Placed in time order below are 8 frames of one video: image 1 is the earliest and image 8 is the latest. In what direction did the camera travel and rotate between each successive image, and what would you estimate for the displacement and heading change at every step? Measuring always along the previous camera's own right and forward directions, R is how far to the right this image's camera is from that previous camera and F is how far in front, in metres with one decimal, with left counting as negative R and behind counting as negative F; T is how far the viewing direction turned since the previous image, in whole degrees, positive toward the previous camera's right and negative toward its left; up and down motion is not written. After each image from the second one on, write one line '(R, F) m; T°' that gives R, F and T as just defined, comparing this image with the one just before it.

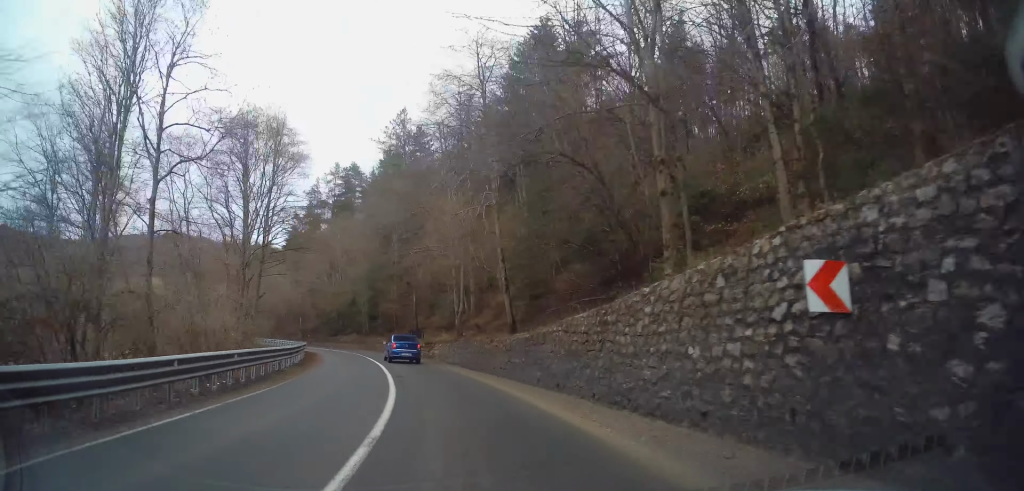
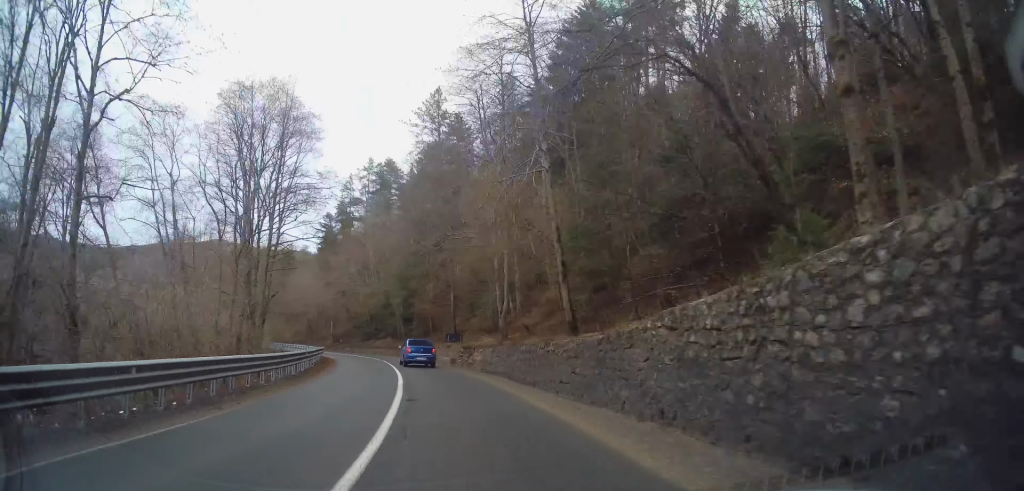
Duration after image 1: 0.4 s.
(-0.1, +6.2) m; -3°
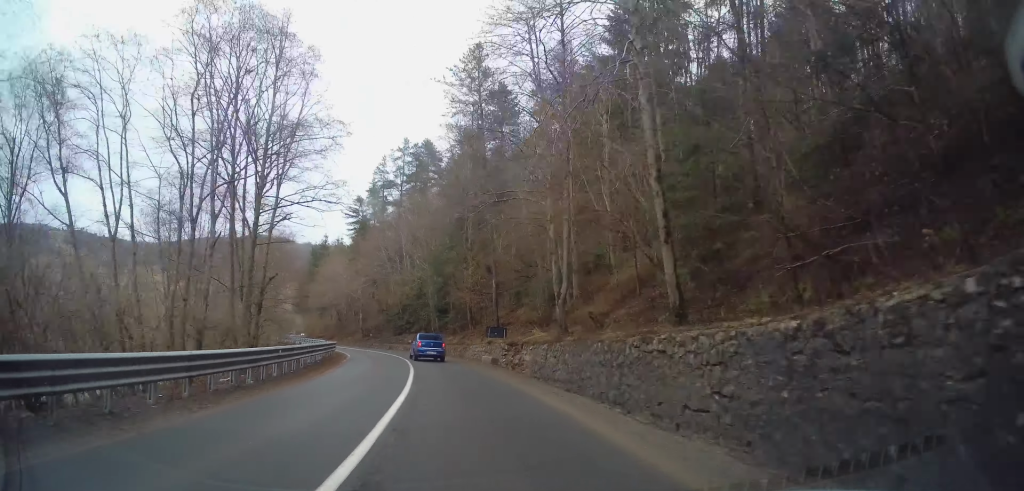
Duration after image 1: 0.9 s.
(-0.3, +7.8) m; -4°
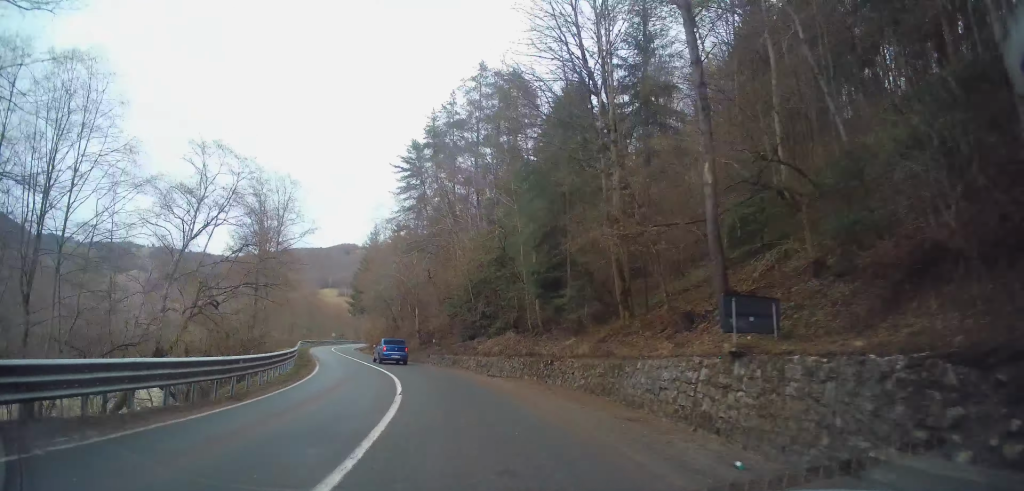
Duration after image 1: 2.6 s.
(-3.4, +27.2) m; -14°
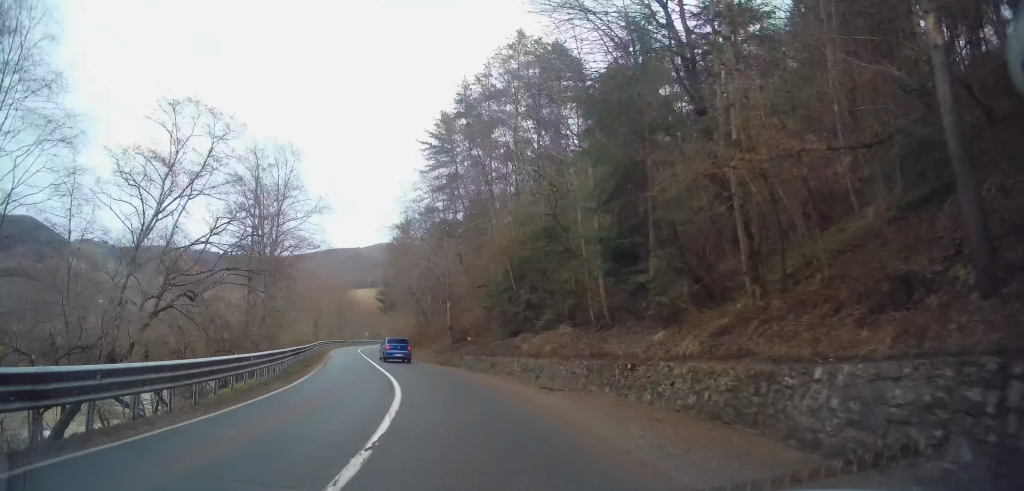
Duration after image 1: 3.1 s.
(-0.3, +7.1) m; -4°
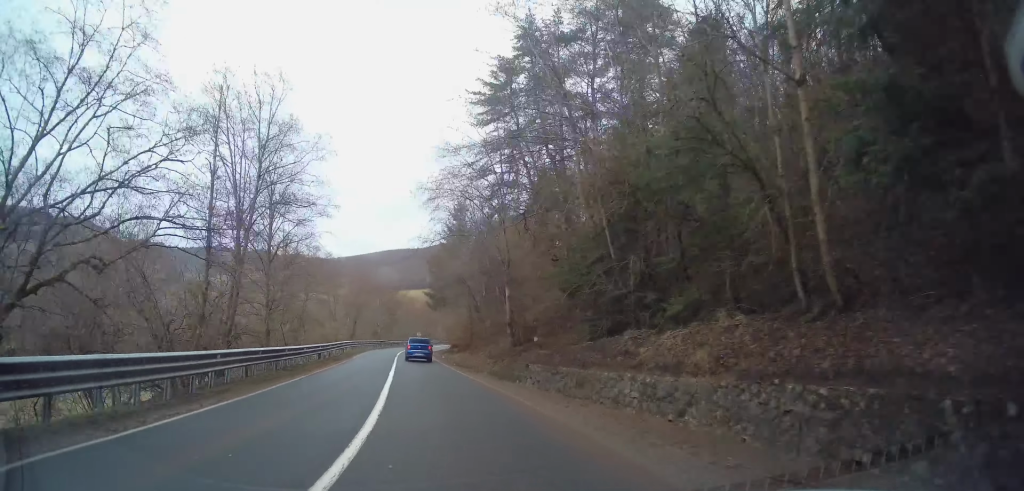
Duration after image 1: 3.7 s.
(-0.1, +10.9) m; -6°
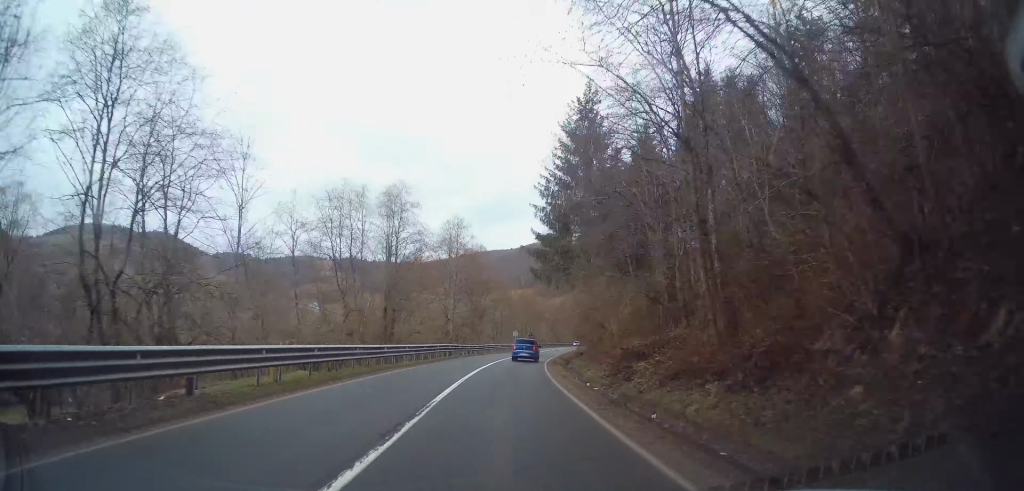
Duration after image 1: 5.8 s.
(-4.2, +34.6) m; -6°
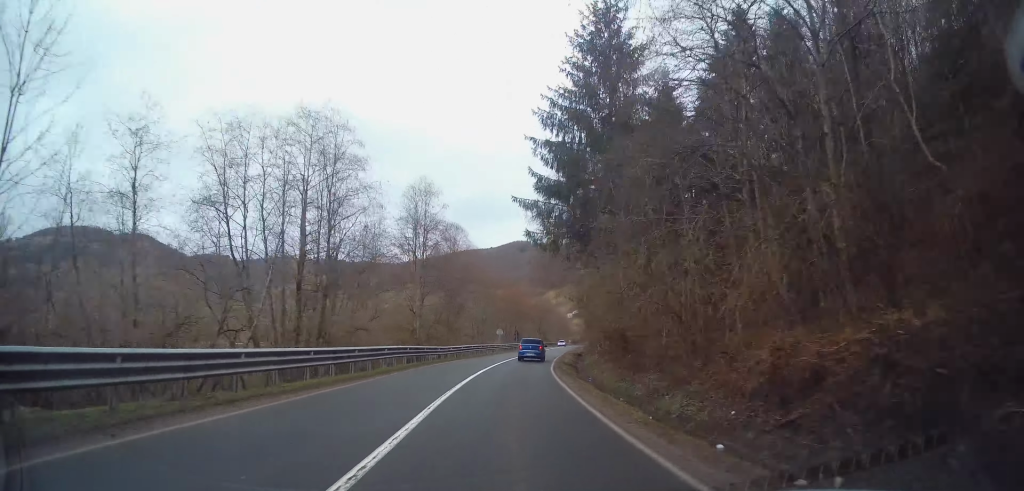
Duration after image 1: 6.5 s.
(+0.5, +12.4) m; +3°
